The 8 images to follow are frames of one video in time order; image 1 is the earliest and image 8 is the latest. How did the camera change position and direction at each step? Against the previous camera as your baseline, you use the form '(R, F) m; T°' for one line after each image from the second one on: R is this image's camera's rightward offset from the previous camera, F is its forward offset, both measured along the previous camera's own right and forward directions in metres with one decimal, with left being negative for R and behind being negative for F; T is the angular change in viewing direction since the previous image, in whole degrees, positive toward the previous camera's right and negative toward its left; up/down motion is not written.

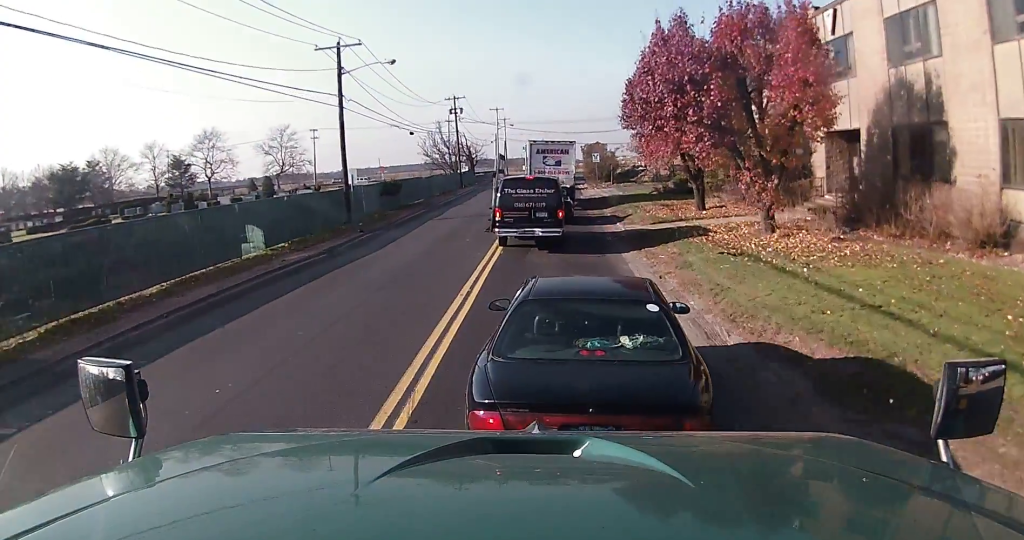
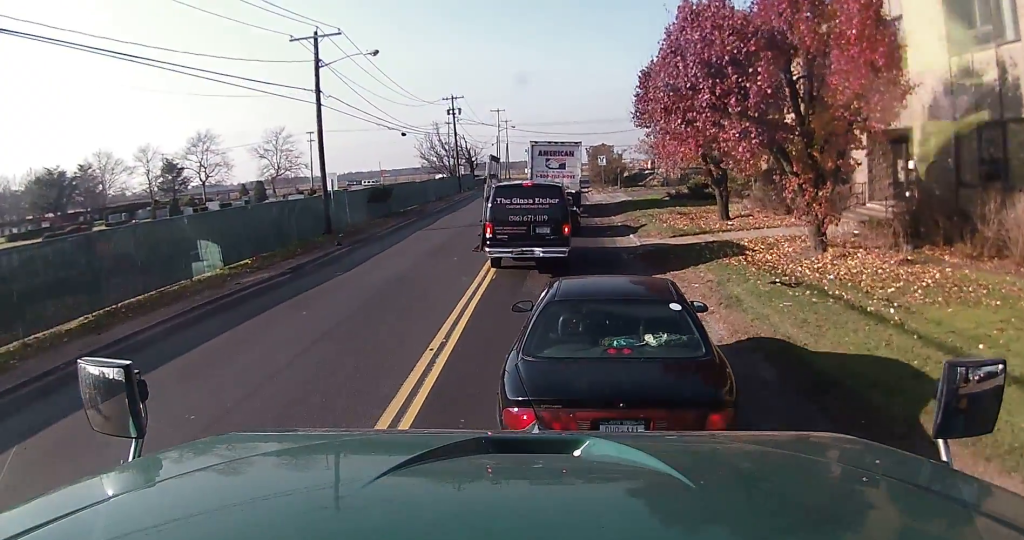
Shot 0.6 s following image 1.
(+0.3, +6.6) m; +1°
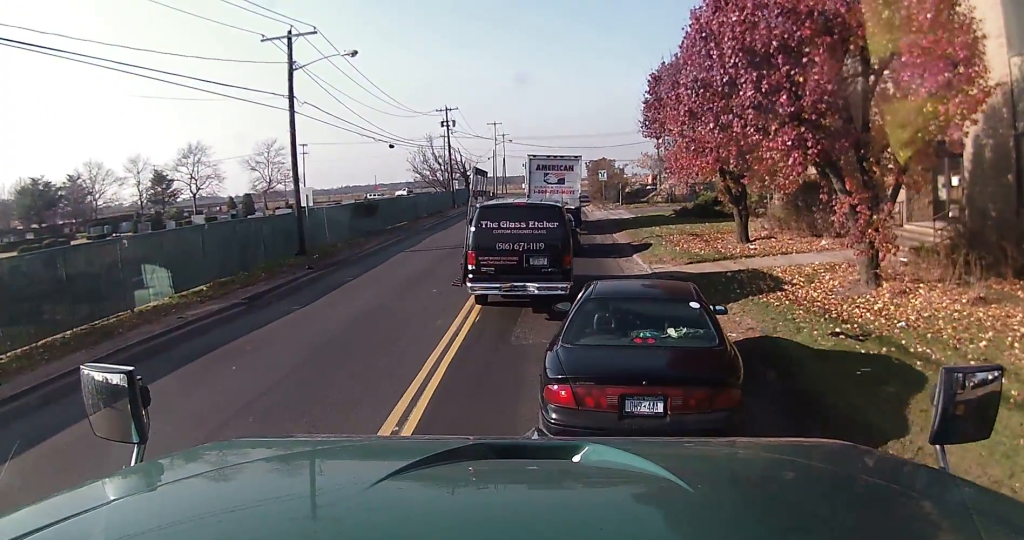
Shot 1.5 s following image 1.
(0.0, +7.4) m; 0°
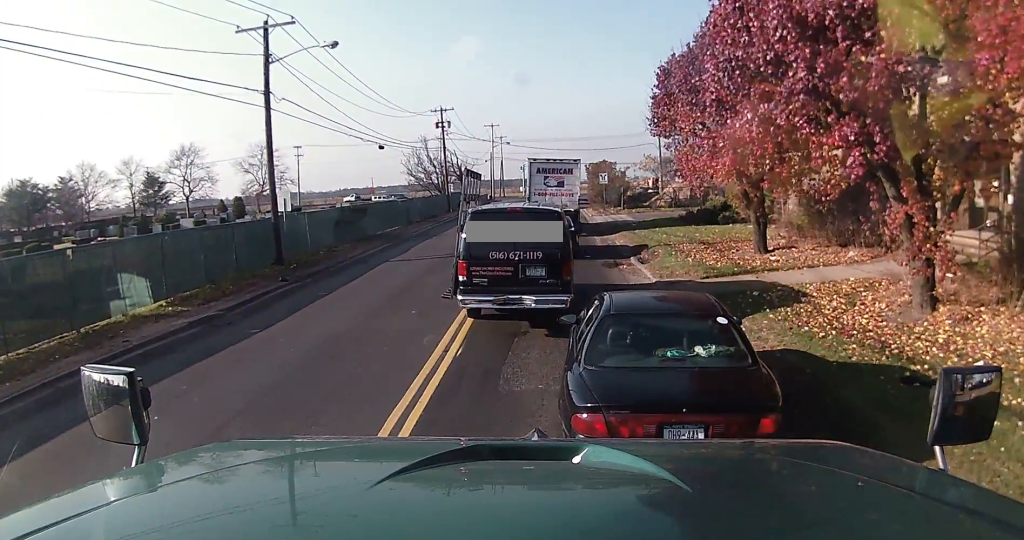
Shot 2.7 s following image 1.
(0.0, +5.1) m; -1°
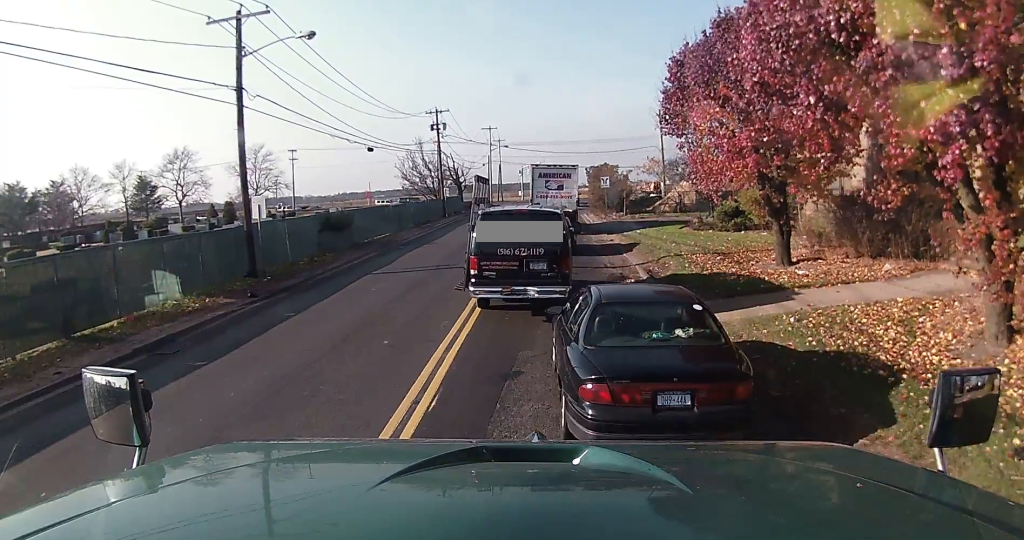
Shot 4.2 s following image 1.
(-0.1, +3.3) m; -3°
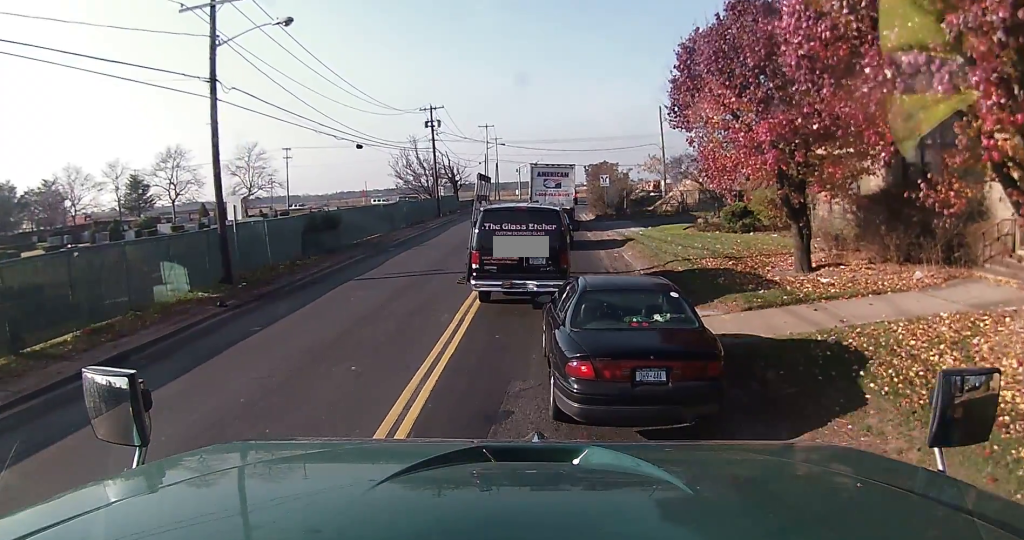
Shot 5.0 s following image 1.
(0.0, +1.3) m; 0°
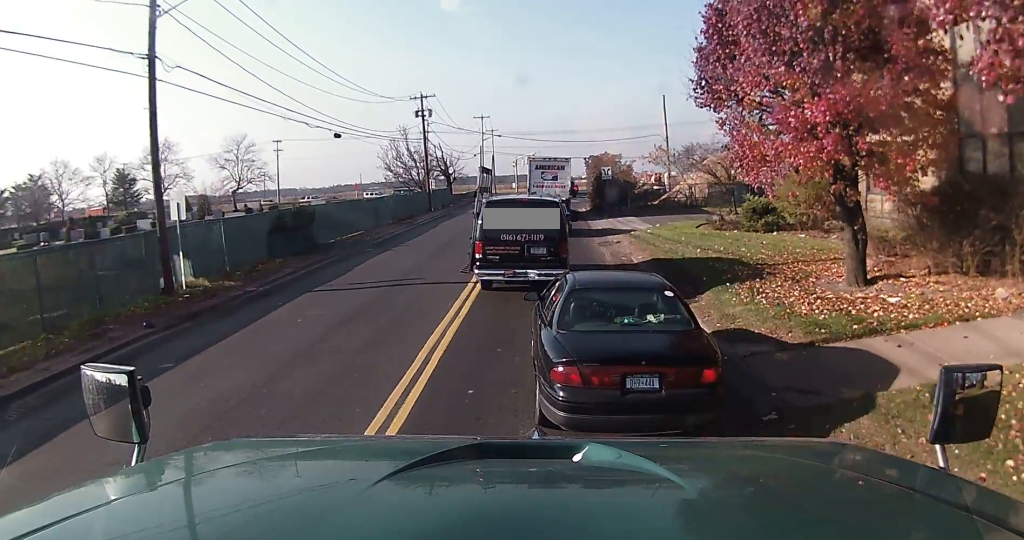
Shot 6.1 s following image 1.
(0.0, +2.3) m; +3°
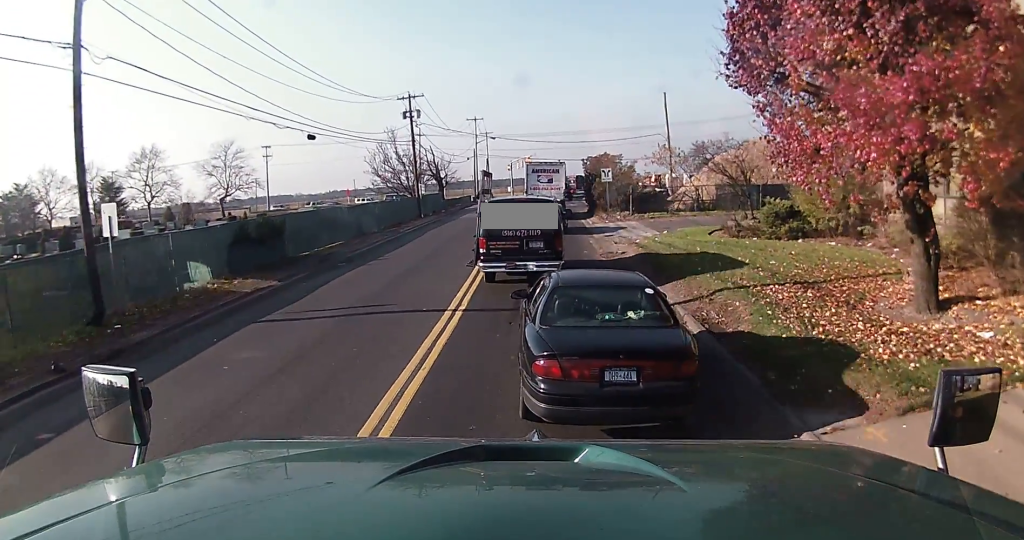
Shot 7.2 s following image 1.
(+0.2, +2.8) m; +5°
